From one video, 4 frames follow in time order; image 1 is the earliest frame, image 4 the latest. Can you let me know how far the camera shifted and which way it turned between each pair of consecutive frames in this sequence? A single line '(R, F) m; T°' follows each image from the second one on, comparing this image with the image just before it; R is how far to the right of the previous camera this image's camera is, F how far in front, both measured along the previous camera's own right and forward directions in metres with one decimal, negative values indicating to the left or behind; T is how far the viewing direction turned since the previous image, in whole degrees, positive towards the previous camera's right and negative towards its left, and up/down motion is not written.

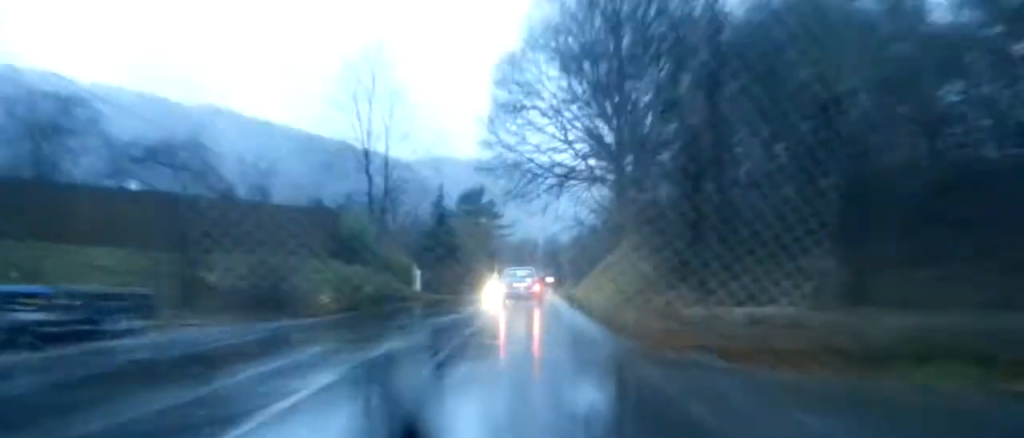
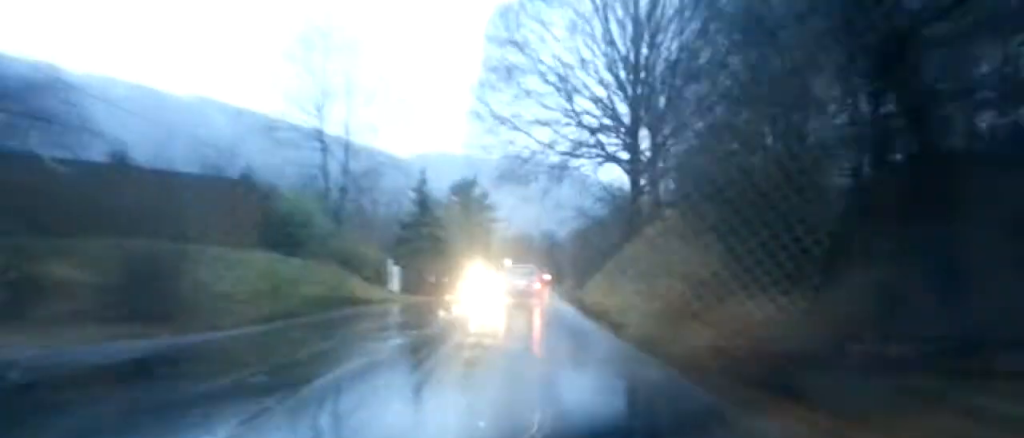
(0.0, +7.6) m; 0°
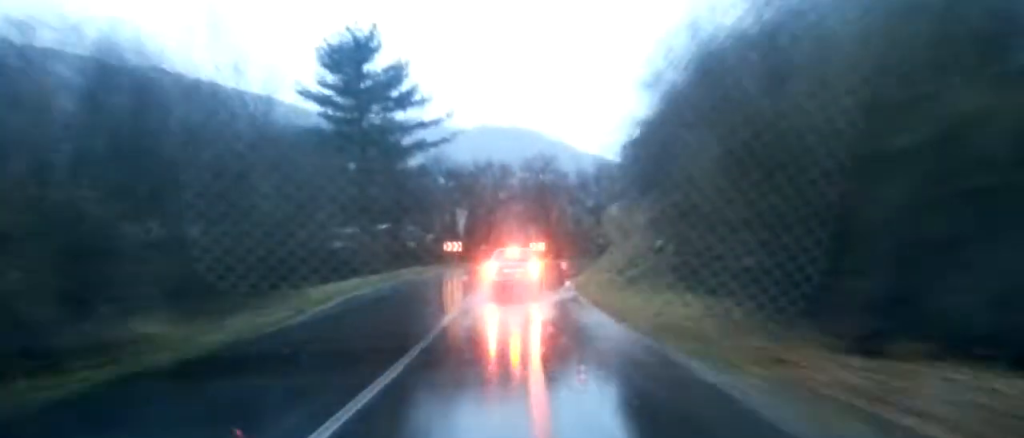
(+2.0, +54.6) m; +2°
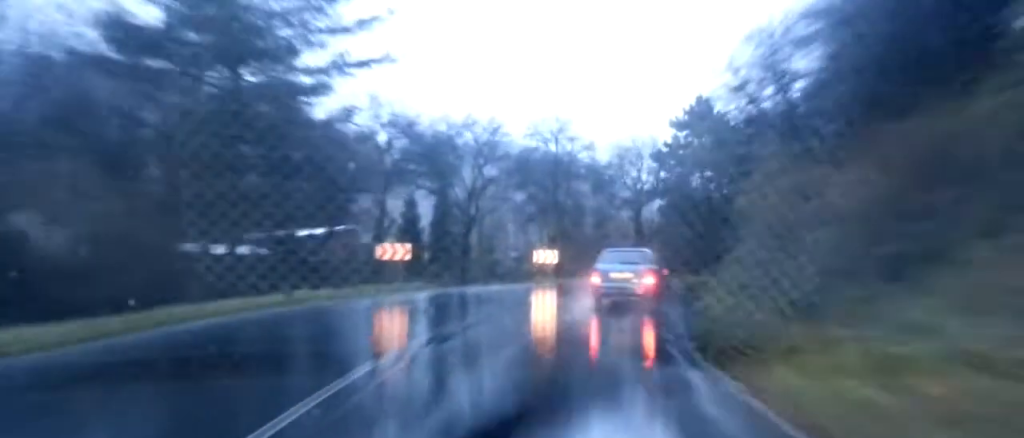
(-0.7, +21.2) m; +2°
